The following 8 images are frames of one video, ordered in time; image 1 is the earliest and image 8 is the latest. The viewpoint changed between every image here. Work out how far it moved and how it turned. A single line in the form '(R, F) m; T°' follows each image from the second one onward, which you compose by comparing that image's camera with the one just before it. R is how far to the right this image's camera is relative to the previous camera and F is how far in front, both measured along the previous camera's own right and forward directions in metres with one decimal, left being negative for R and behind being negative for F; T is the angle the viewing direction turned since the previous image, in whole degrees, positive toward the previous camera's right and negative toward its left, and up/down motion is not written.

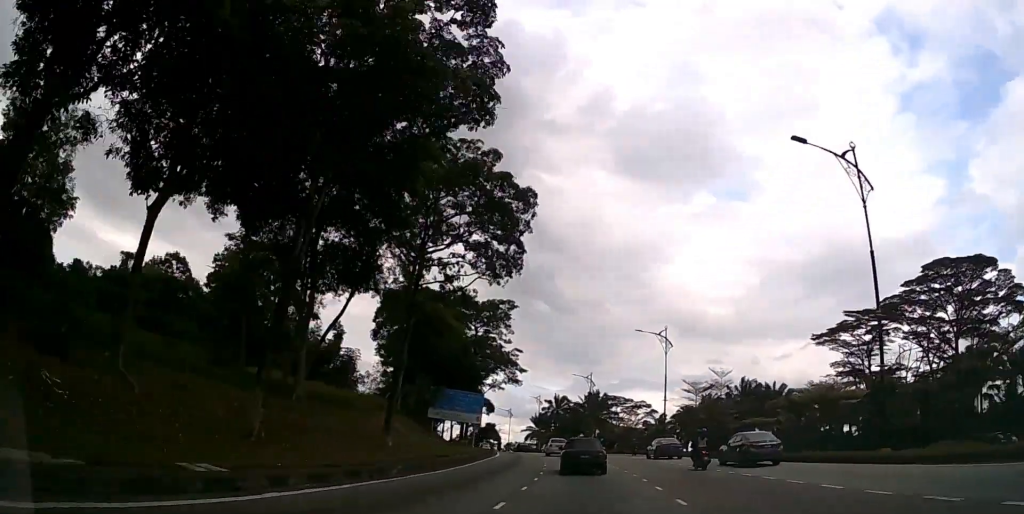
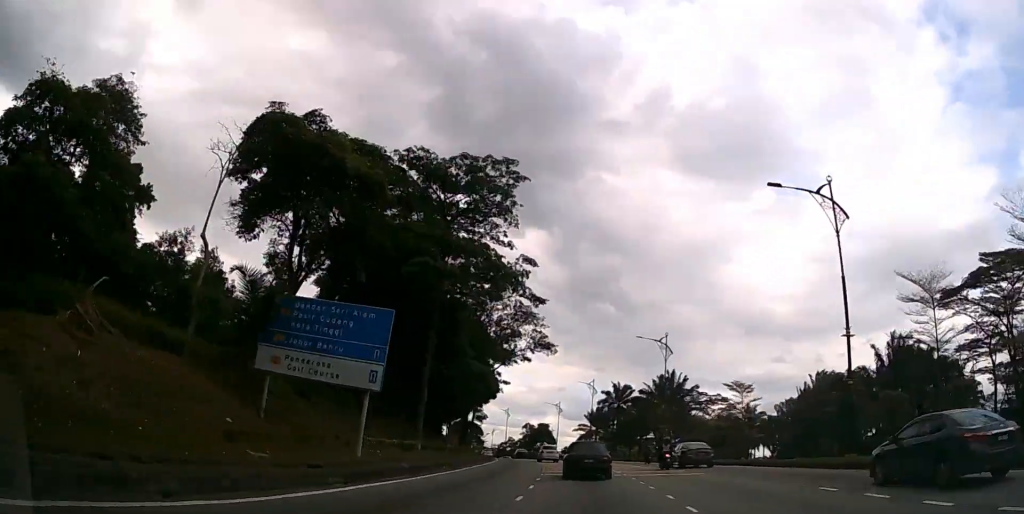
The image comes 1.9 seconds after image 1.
(-1.2, +30.5) m; -5°
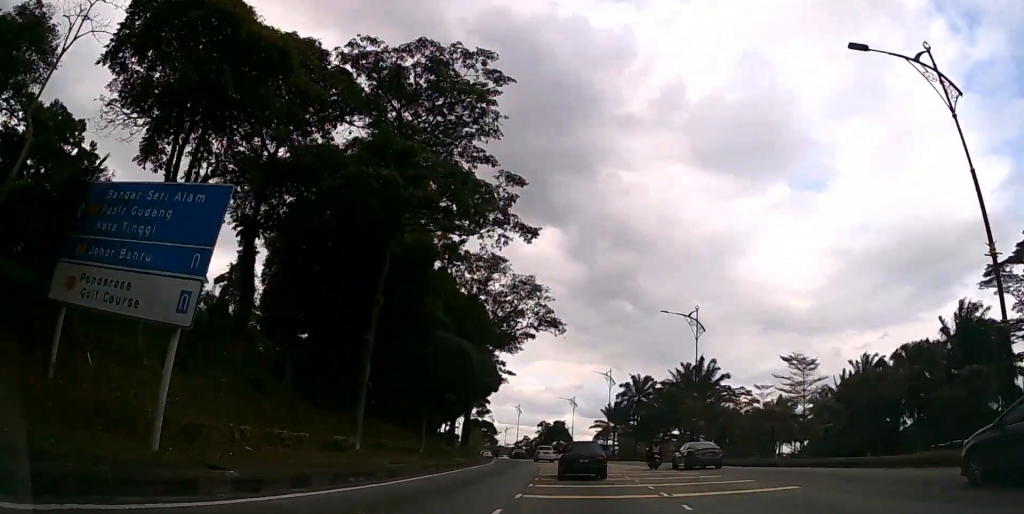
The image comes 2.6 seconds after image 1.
(0.0, +9.9) m; -2°
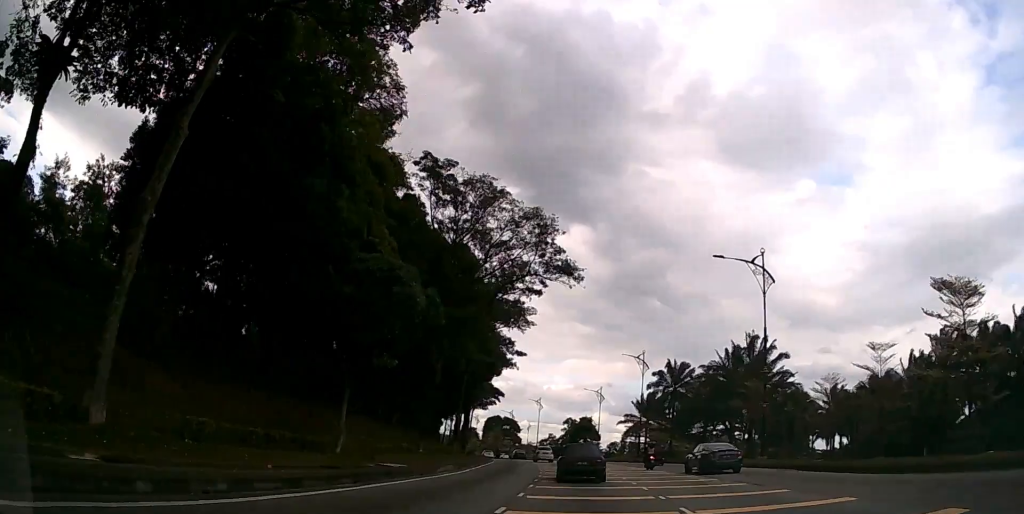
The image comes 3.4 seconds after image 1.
(-0.4, +13.5) m; -3°
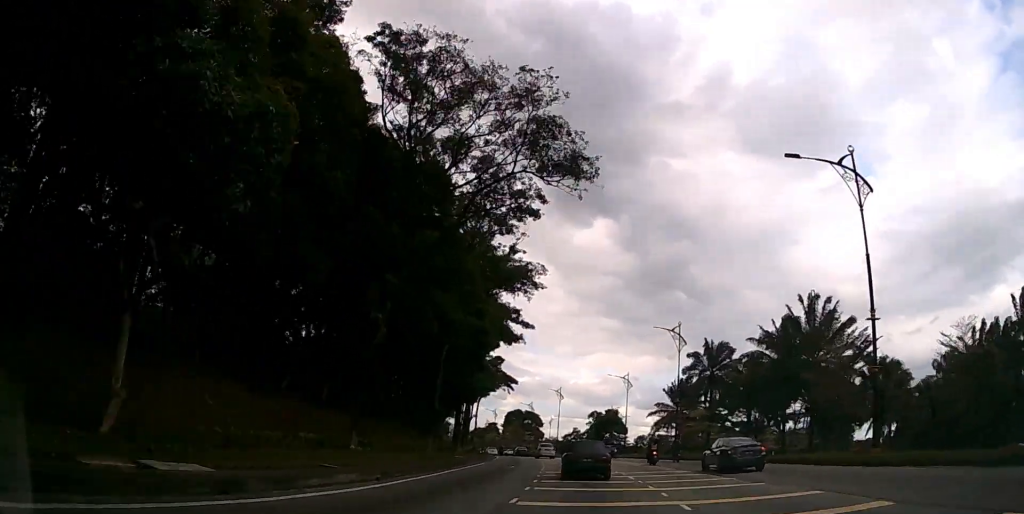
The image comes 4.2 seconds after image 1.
(-0.3, +11.7) m; -2°
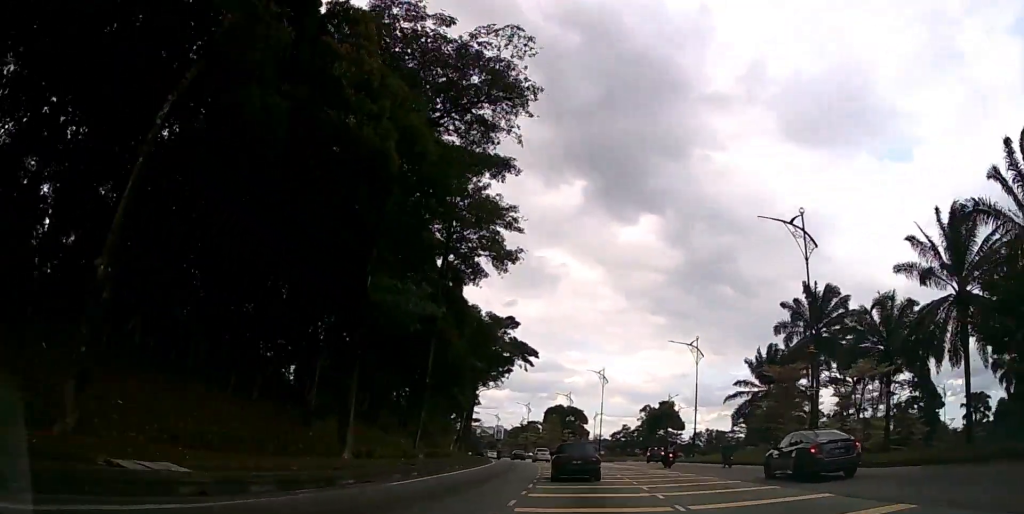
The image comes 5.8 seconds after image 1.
(-1.3, +26.0) m; -6°
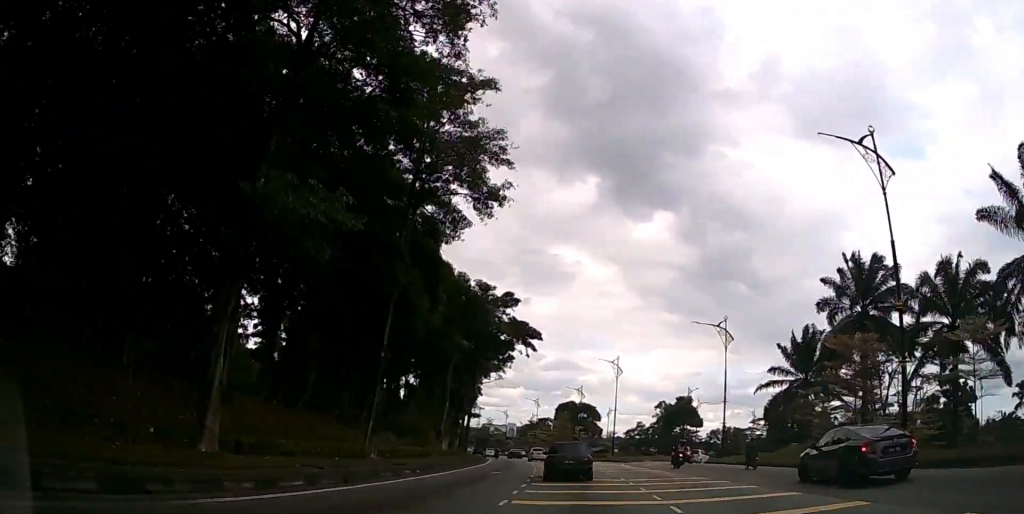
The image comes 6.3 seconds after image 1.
(-0.1, +7.8) m; -2°
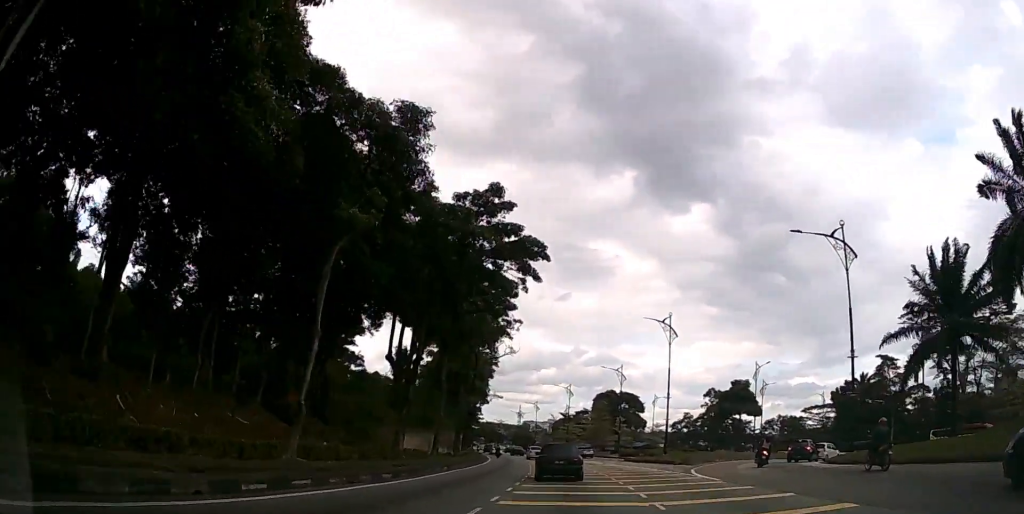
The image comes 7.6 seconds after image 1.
(-0.7, +20.2) m; -4°
